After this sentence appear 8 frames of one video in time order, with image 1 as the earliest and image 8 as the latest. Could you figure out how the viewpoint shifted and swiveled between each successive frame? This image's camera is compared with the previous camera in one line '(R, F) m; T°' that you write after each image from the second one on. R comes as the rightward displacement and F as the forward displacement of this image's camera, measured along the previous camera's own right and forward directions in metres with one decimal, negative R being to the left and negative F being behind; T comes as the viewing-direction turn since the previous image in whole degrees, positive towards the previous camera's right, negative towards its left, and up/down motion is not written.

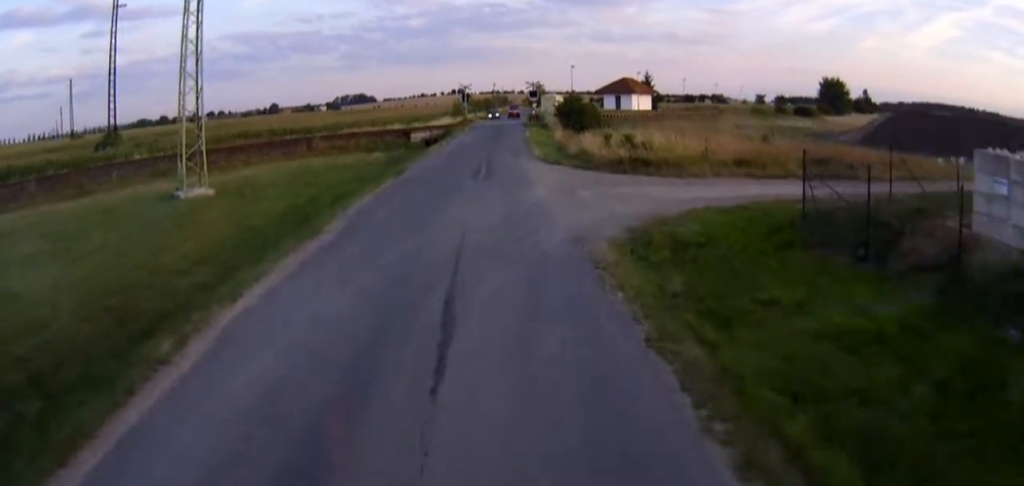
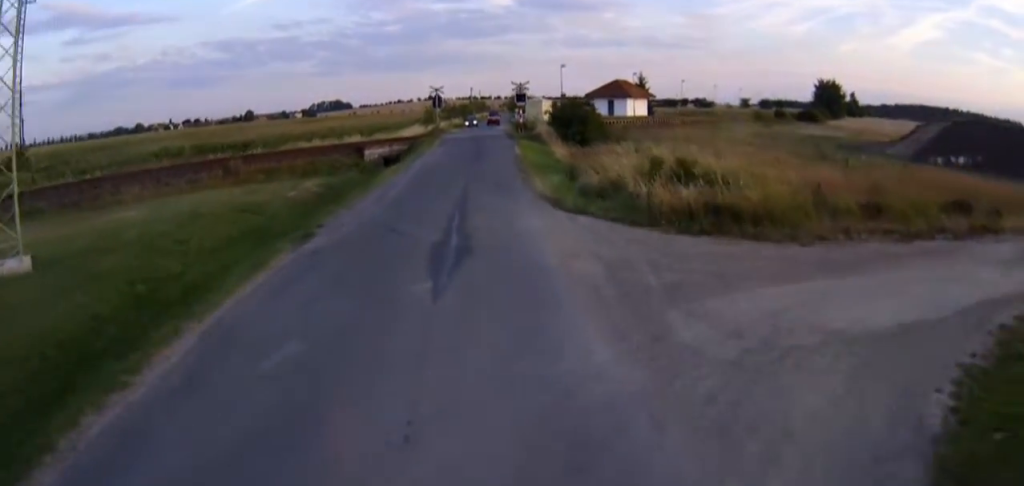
(0.0, +12.2) m; 0°
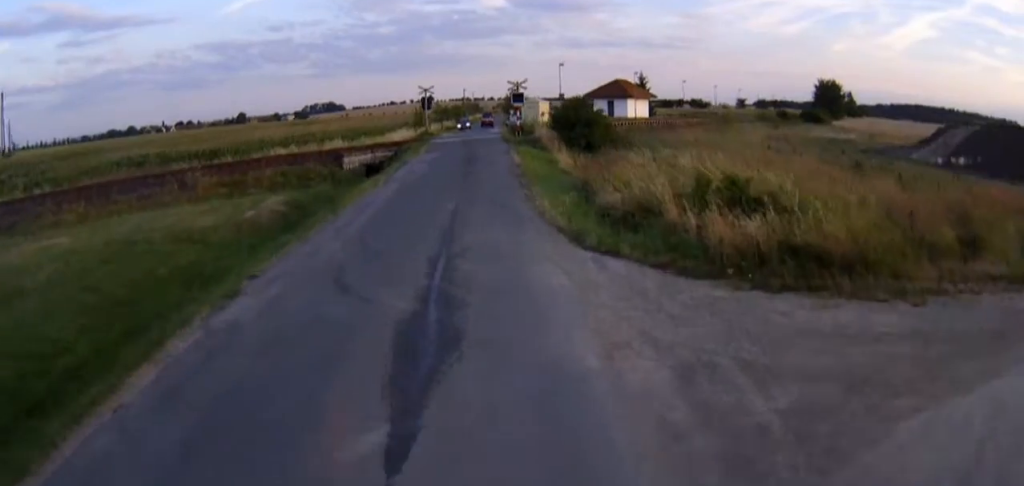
(0.0, +4.8) m; 0°
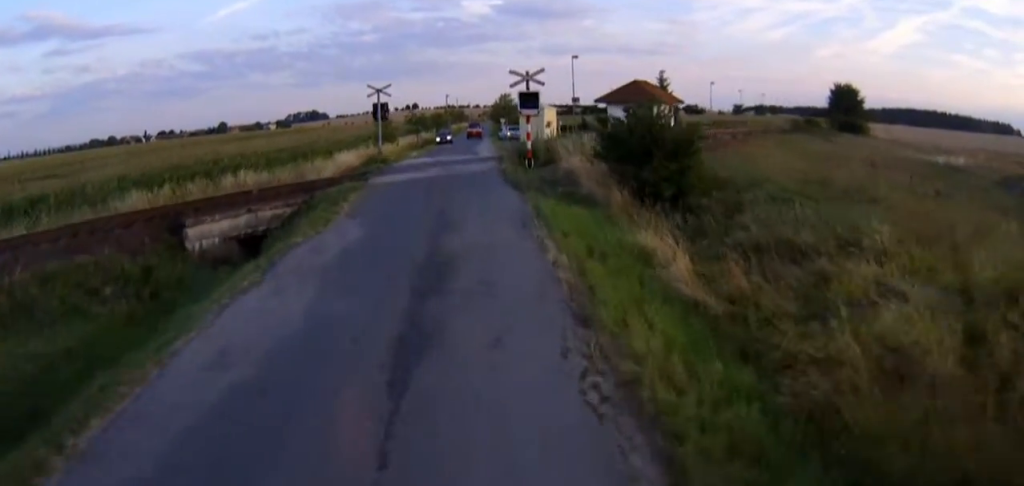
(0.0, +19.4) m; -1°
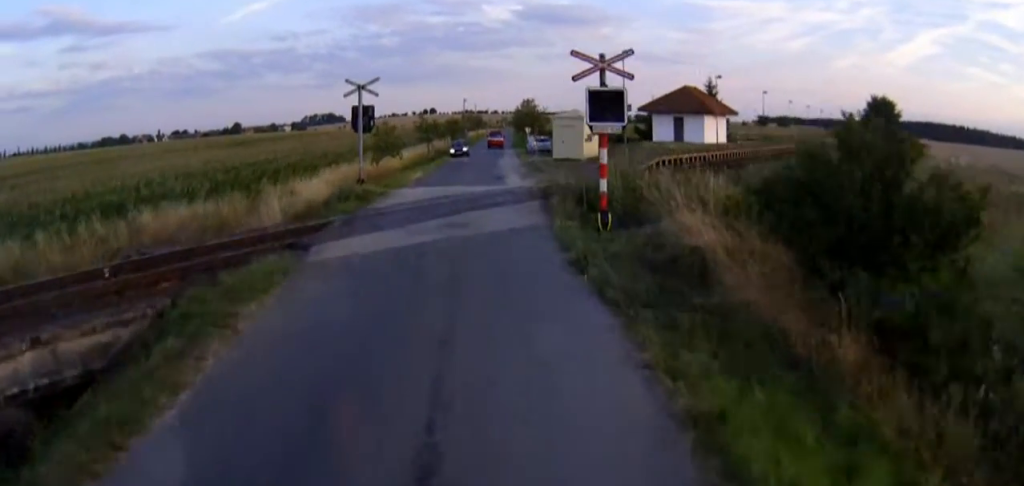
(-0.1, +11.0) m; +2°
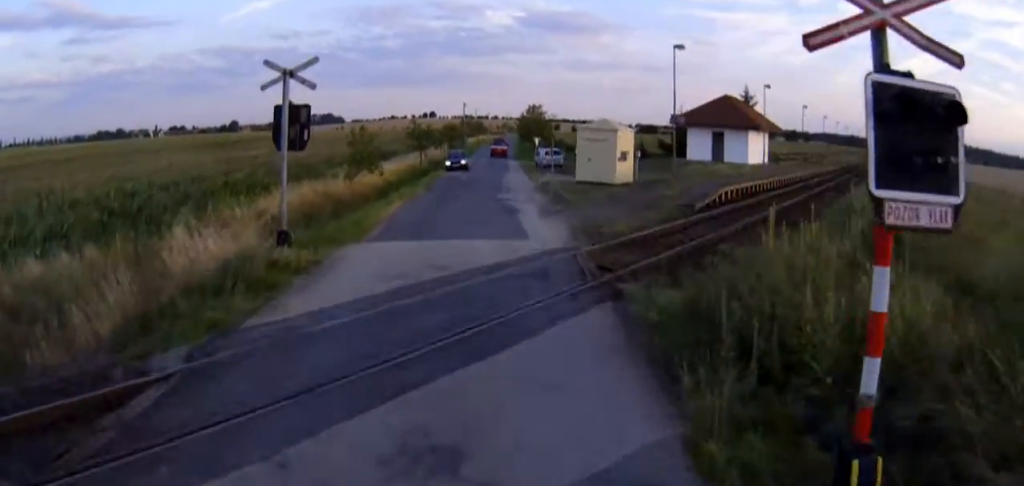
(+0.4, +9.8) m; +1°
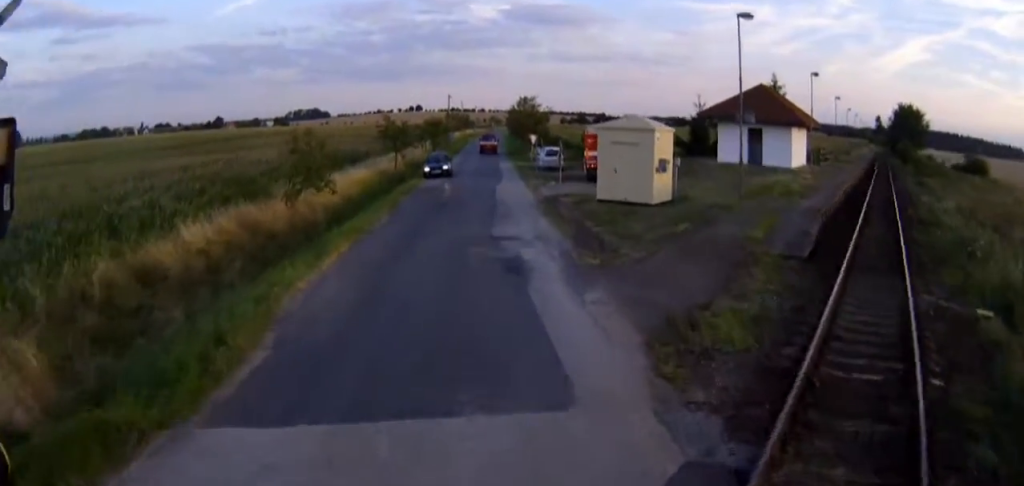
(-0.1, +9.3) m; -1°
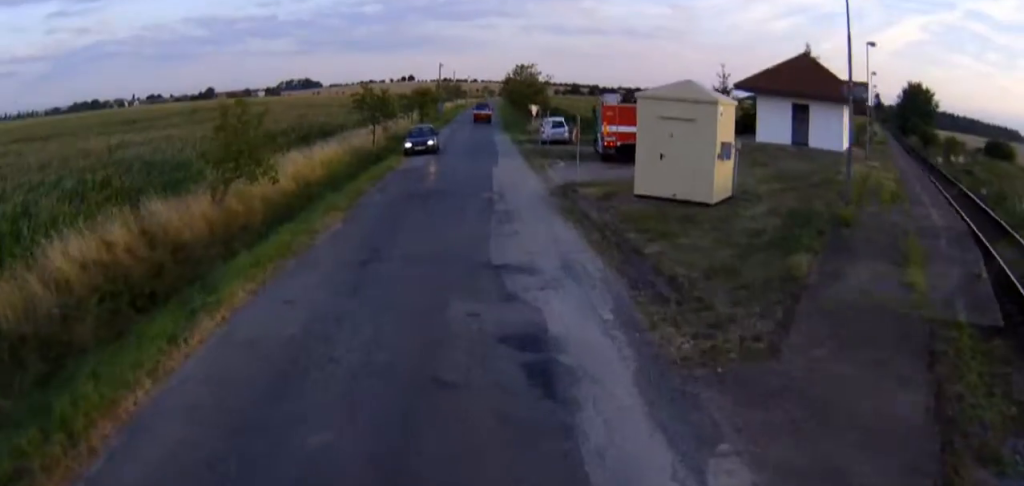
(0.0, +7.1) m; 0°
